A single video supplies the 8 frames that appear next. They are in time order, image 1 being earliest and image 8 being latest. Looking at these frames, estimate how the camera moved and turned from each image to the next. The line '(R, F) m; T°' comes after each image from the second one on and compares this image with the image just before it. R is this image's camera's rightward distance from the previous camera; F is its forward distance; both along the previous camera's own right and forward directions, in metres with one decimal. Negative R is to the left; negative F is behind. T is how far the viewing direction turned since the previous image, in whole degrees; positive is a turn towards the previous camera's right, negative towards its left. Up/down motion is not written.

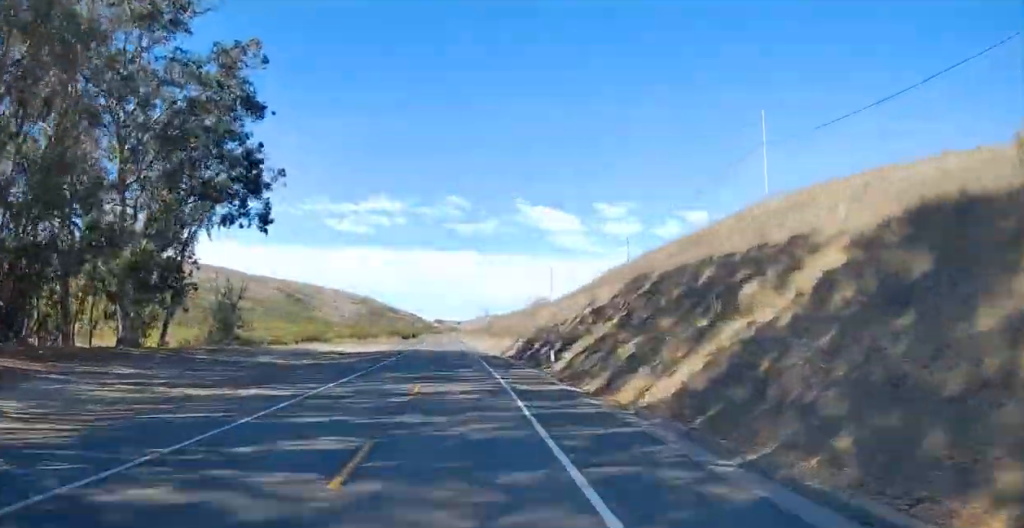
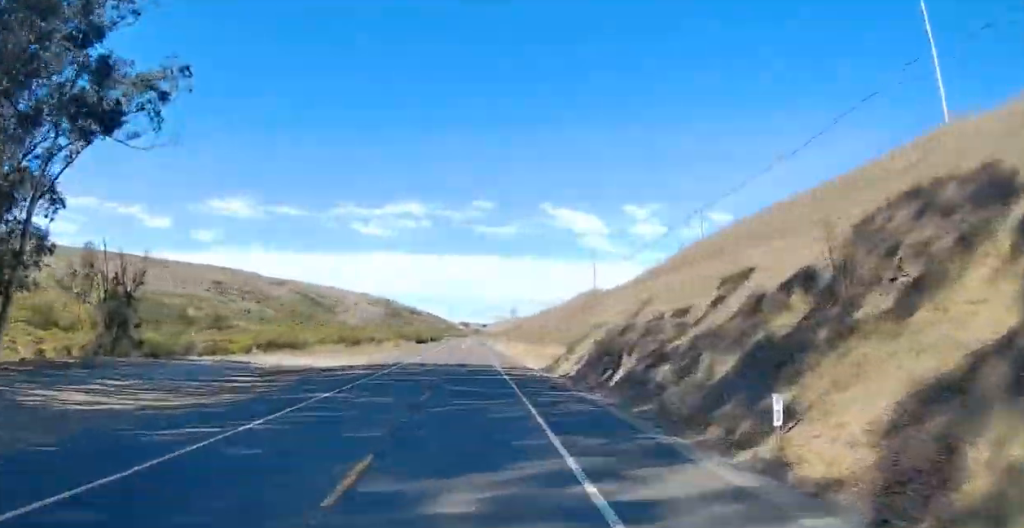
(-0.7, +30.6) m; -3°
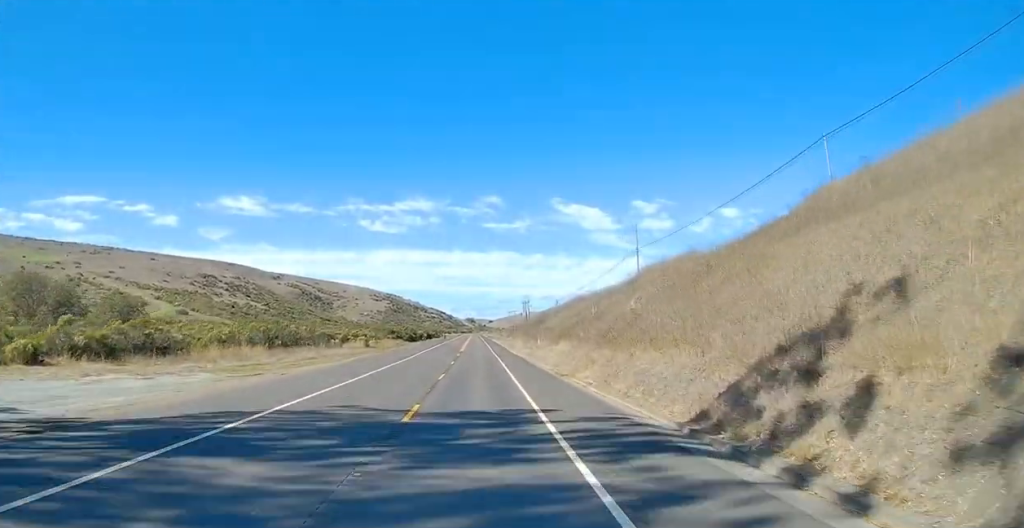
(-1.0, +37.1) m; -2°
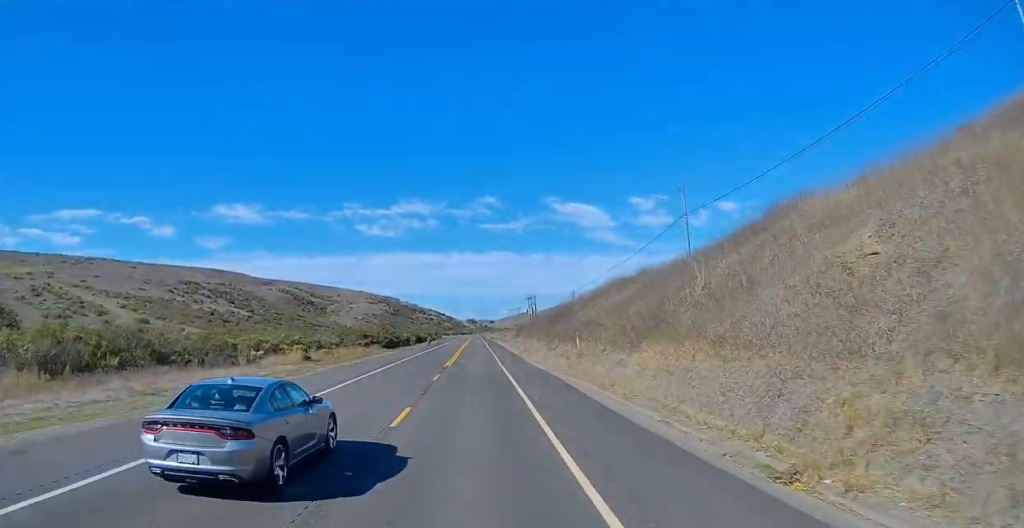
(-0.3, +31.0) m; 0°
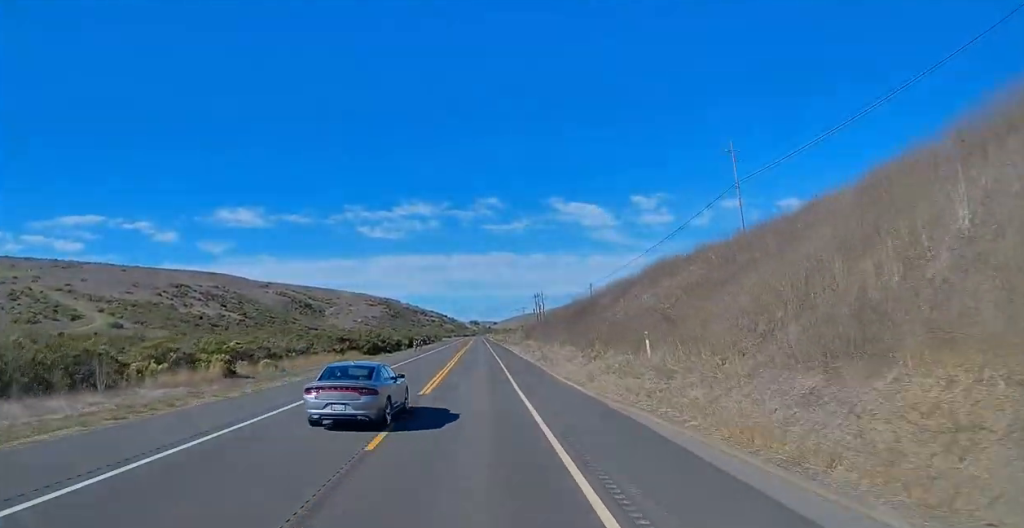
(+0.1, +17.7) m; 0°
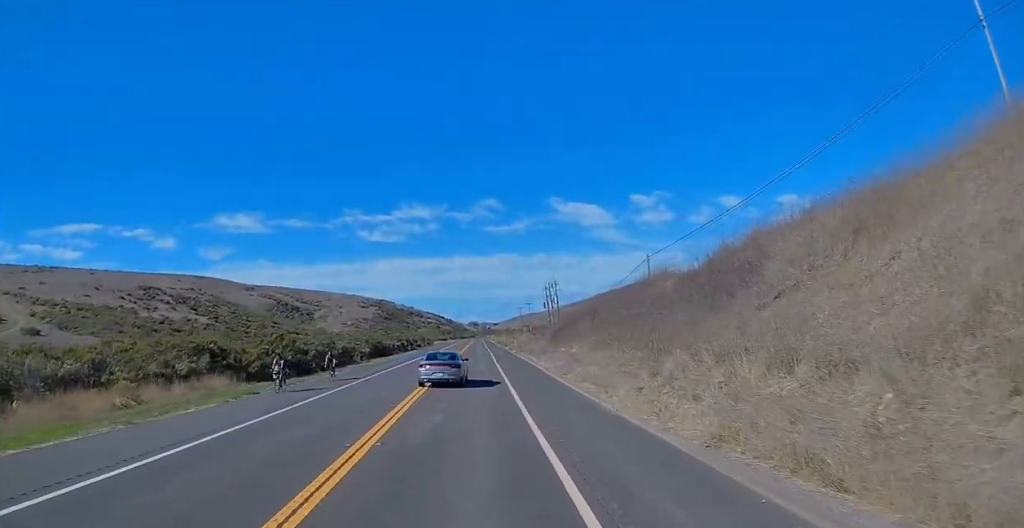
(+0.3, +41.4) m; 0°
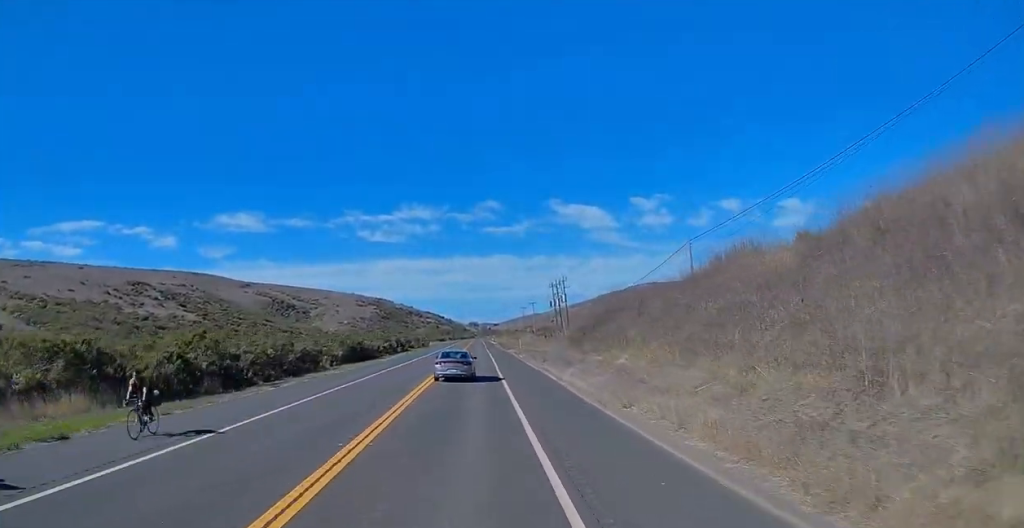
(0.0, +14.8) m; 0°
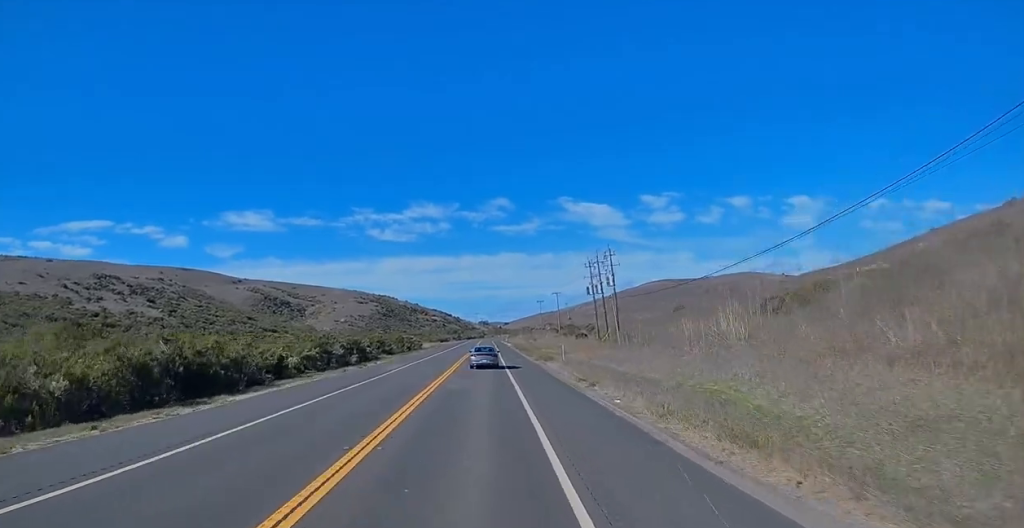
(+0.2, +44.0) m; 0°
